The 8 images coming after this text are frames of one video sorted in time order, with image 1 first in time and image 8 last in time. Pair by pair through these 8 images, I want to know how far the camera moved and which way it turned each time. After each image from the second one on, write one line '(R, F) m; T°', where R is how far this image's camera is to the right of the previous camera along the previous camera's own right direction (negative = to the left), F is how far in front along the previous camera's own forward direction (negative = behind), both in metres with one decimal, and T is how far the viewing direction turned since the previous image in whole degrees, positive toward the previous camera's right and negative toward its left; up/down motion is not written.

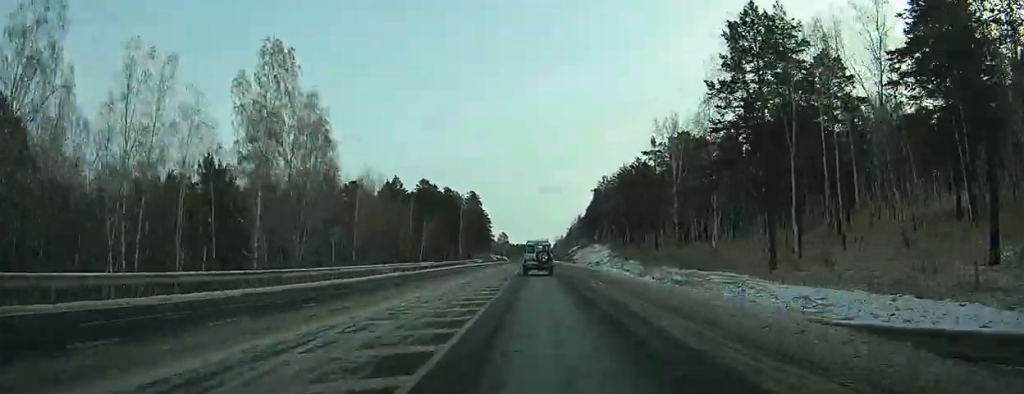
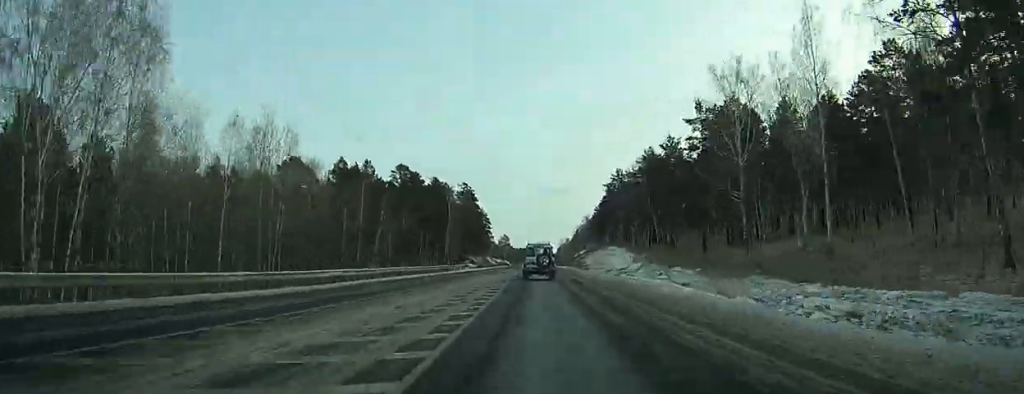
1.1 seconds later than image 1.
(-2.6, +21.4) m; +5°
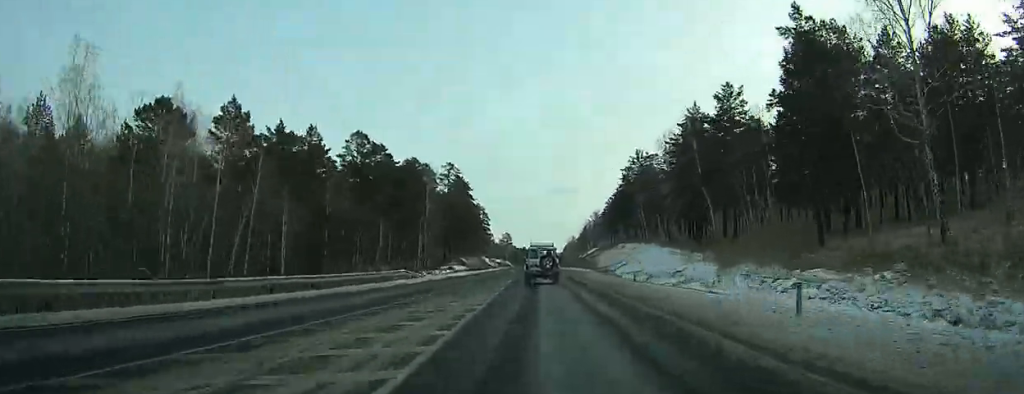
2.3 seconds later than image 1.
(+5.9, +24.9) m; -10°
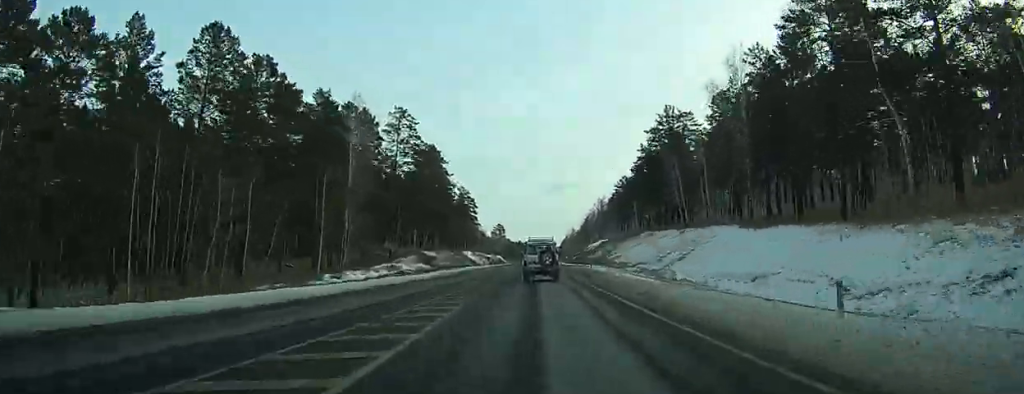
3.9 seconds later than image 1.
(-5.0, +38.1) m; -14°
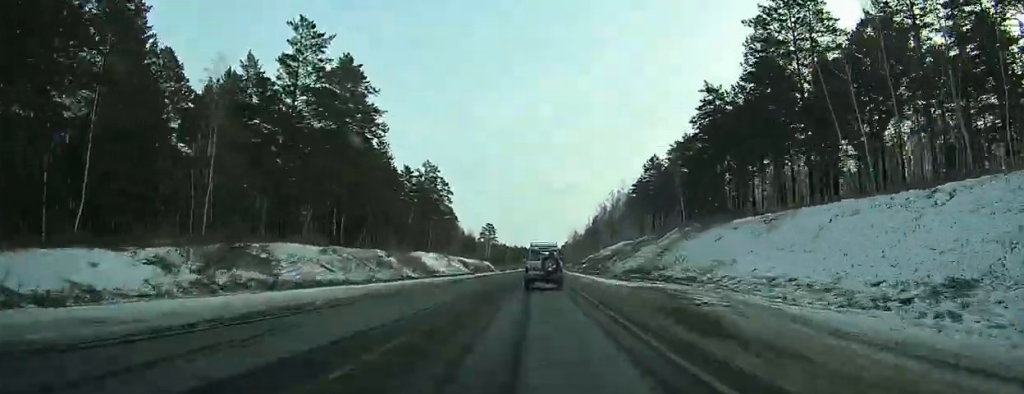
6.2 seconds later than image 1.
(-14.4, +71.3) m; 0°
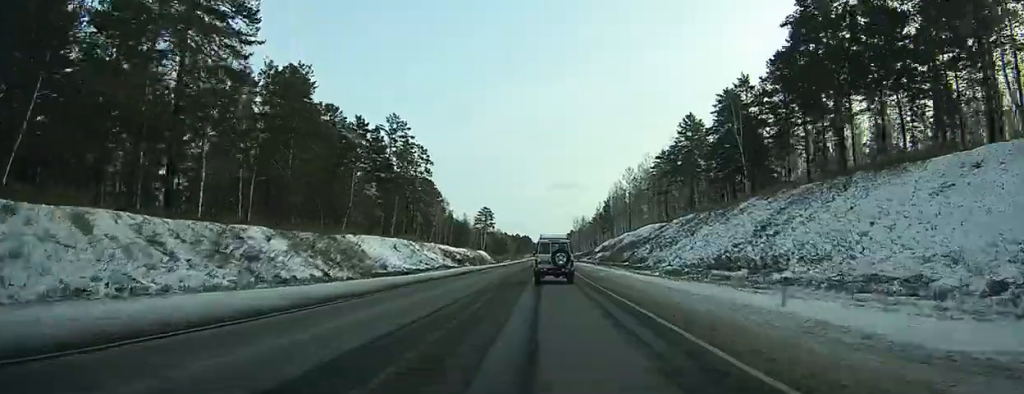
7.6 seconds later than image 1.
(+2.6, +36.6) m; +9°
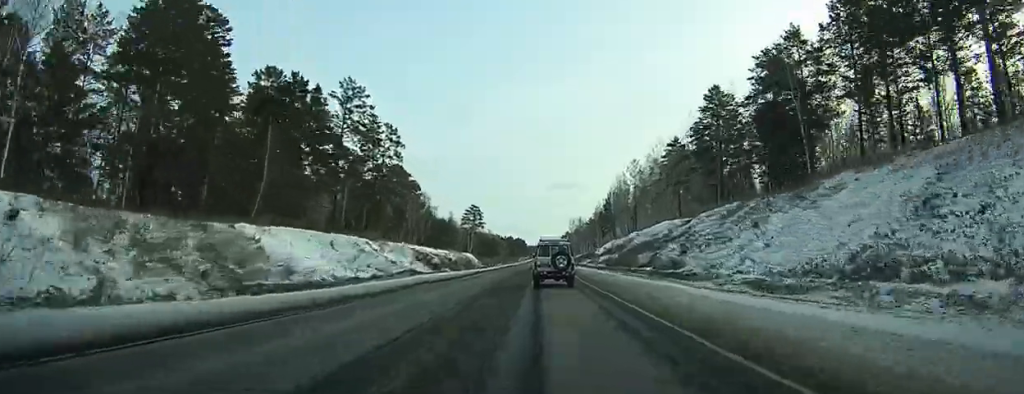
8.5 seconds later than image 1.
(+8.9, +18.3) m; +2°
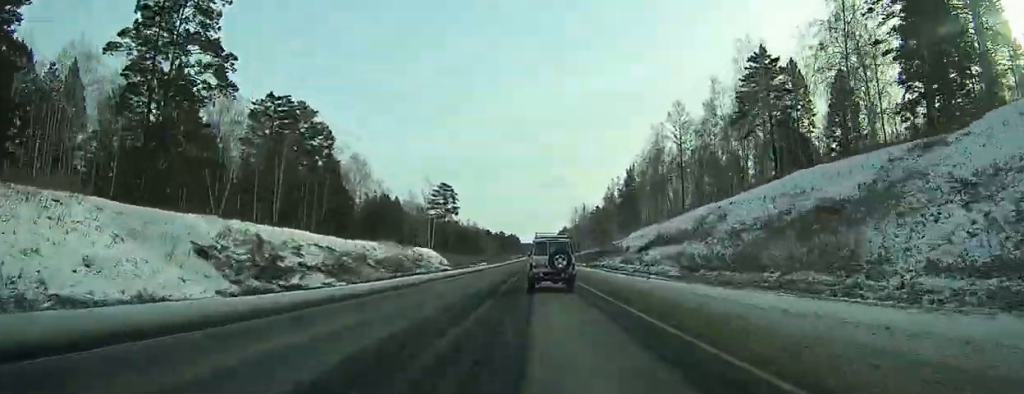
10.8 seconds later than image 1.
(-10.3, +61.2) m; -9°
